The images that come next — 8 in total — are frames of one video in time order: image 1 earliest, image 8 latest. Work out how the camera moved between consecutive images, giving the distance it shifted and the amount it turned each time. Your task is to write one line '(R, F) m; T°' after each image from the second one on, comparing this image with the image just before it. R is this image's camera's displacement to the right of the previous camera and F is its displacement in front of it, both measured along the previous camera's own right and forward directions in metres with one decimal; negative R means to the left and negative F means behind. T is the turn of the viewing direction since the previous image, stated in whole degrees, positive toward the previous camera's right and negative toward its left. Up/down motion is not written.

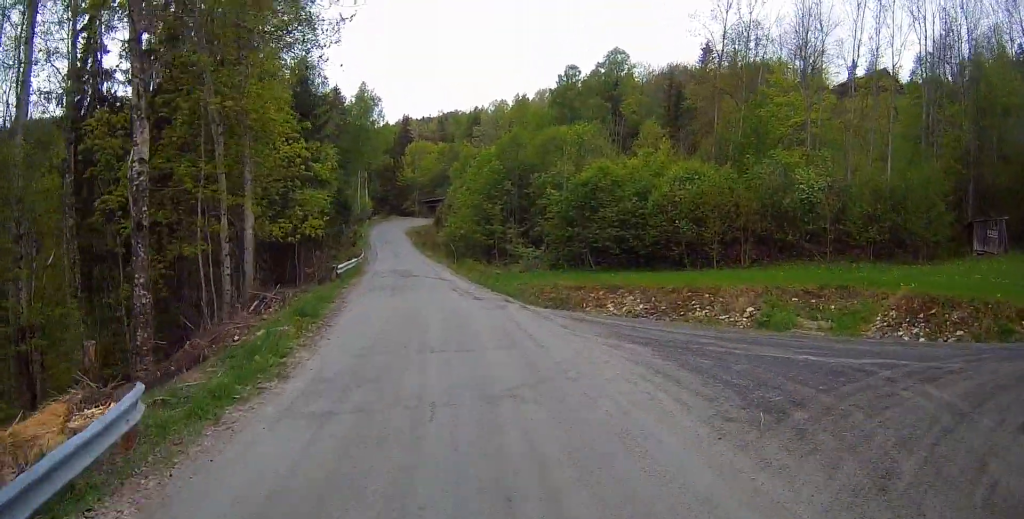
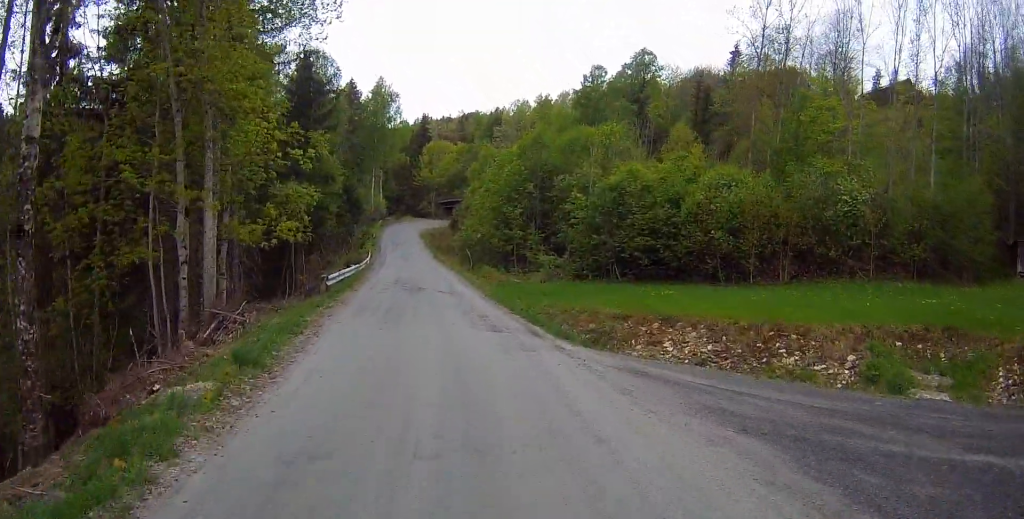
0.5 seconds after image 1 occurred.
(-0.2, +4.2) m; -1°
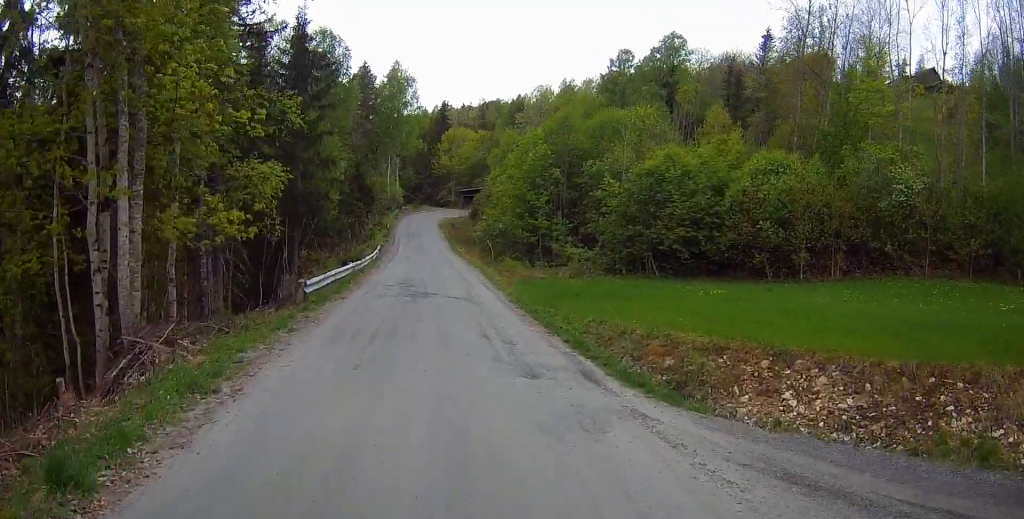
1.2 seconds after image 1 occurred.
(+0.1, +4.8) m; -2°
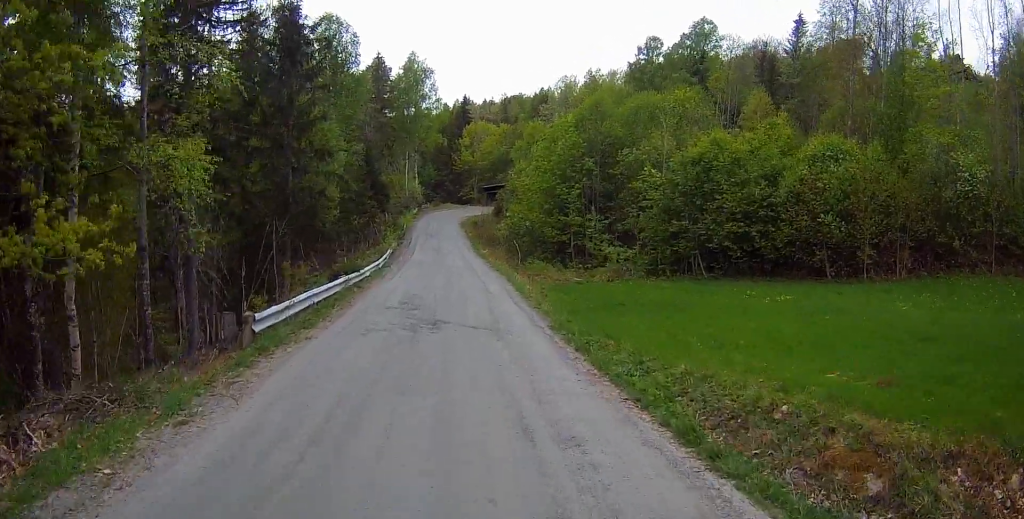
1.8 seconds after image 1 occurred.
(-0.1, +5.2) m; -2°
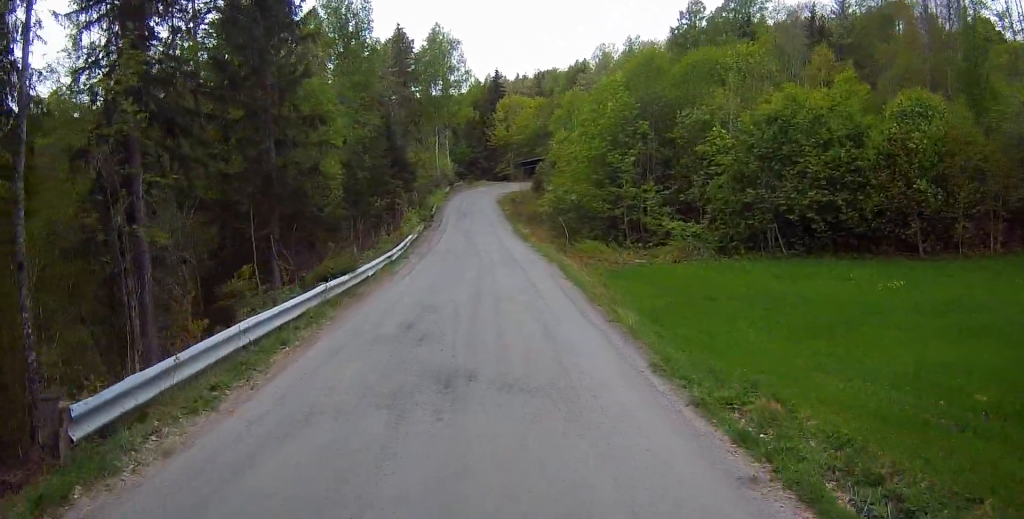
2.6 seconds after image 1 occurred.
(-0.5, +6.1) m; -2°
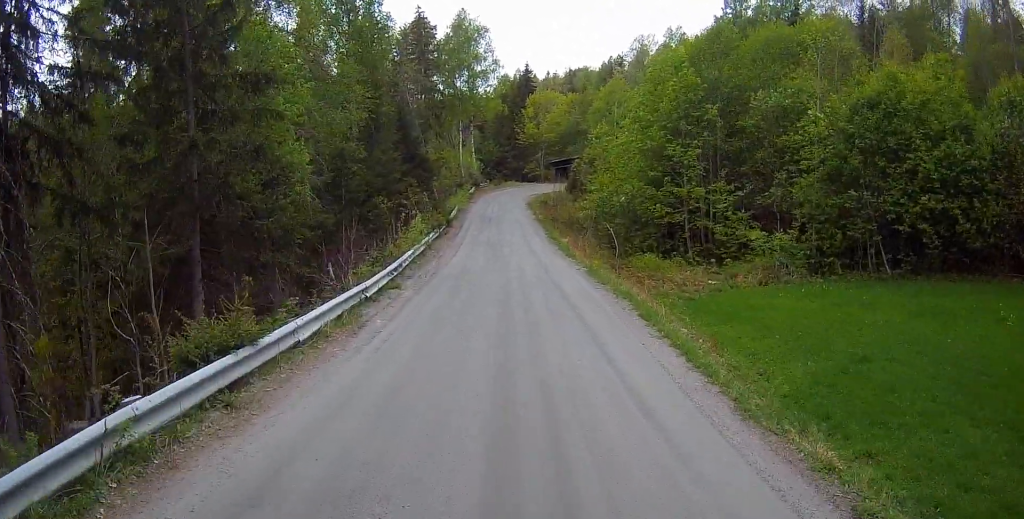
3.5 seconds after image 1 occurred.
(+0.3, +7.9) m; +1°
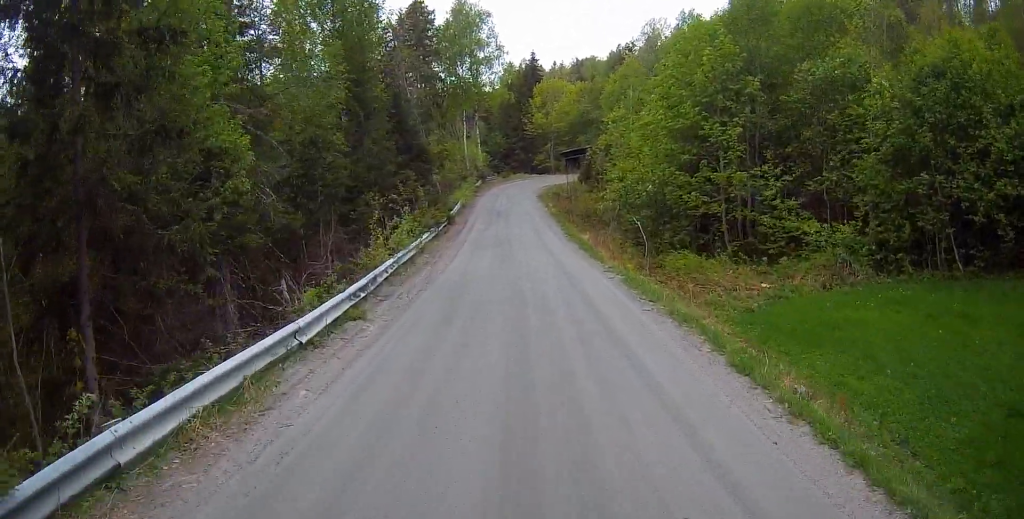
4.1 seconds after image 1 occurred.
(-0.1, +4.6) m; -1°
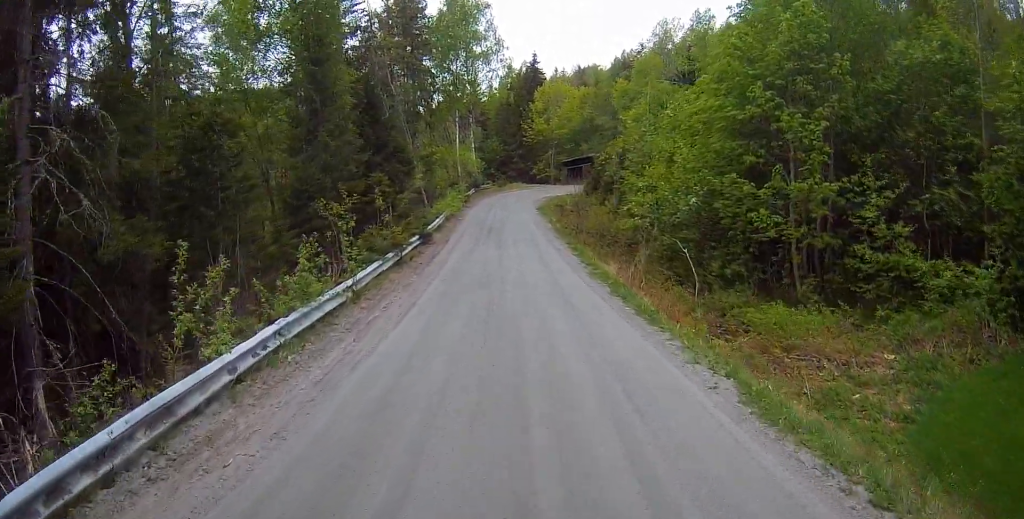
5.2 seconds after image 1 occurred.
(-0.1, +8.1) m; -3°
